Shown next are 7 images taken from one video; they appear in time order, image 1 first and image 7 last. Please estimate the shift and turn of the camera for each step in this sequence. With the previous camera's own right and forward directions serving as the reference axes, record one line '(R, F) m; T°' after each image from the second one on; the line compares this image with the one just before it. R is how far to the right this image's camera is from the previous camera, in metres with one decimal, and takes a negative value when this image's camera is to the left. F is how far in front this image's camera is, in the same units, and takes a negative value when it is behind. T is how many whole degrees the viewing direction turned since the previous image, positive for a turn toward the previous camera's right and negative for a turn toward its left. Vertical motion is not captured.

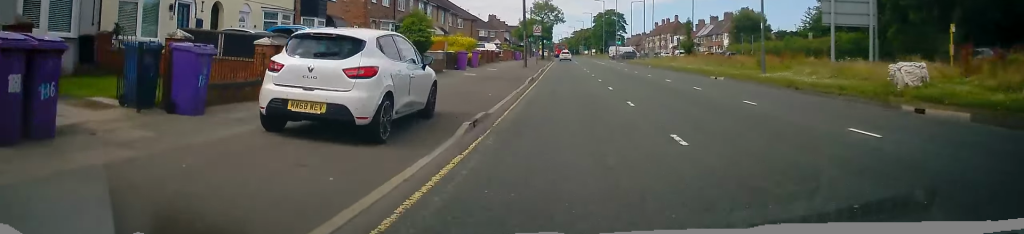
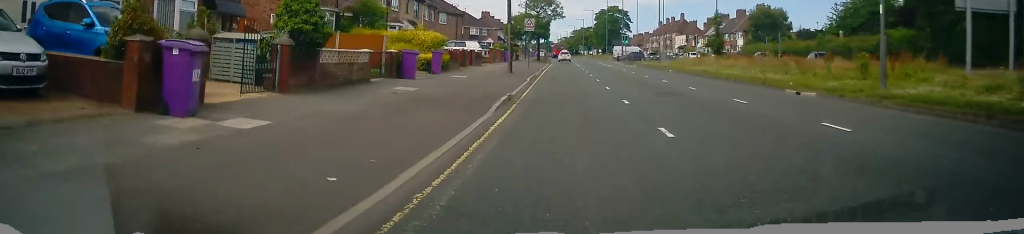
(+0.4, +11.7) m; +1°
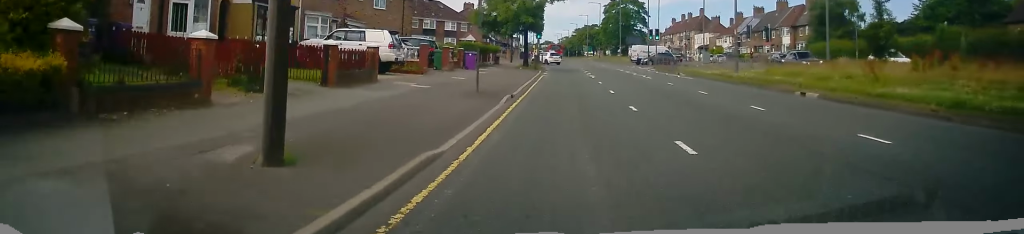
(+0.1, +26.1) m; 0°
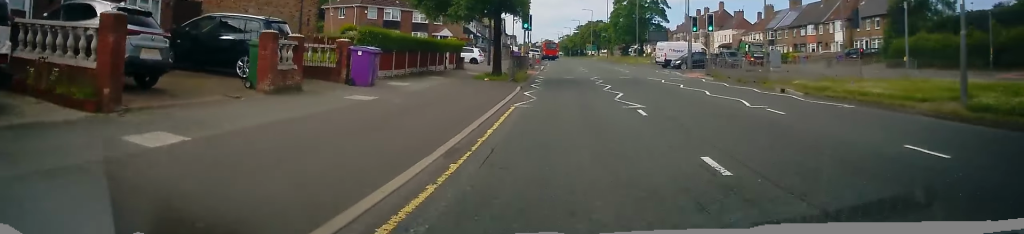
(-1.2, +20.1) m; -4°
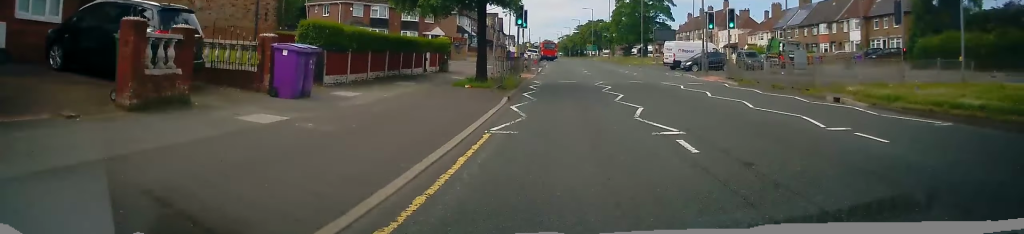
(+0.2, +4.6) m; +1°
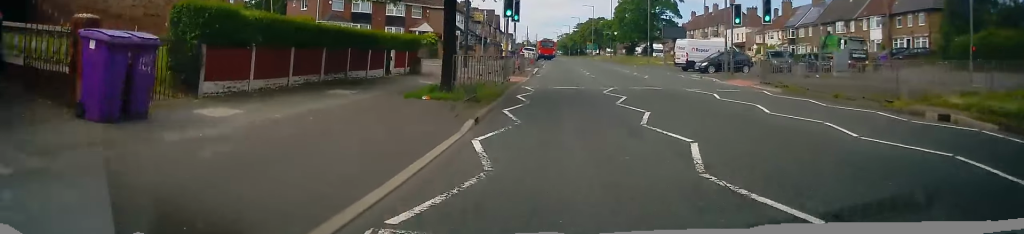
(+0.1, +5.7) m; +2°
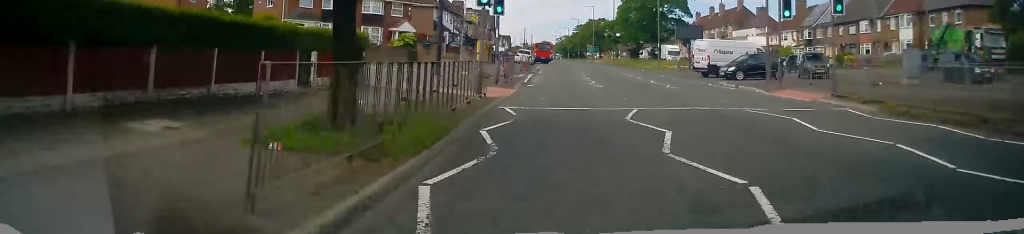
(+0.1, +7.1) m; 0°
